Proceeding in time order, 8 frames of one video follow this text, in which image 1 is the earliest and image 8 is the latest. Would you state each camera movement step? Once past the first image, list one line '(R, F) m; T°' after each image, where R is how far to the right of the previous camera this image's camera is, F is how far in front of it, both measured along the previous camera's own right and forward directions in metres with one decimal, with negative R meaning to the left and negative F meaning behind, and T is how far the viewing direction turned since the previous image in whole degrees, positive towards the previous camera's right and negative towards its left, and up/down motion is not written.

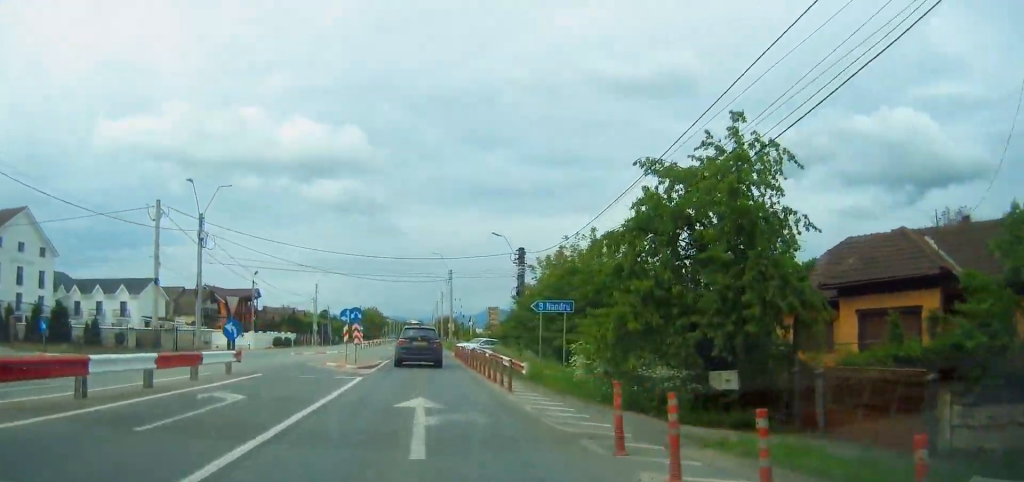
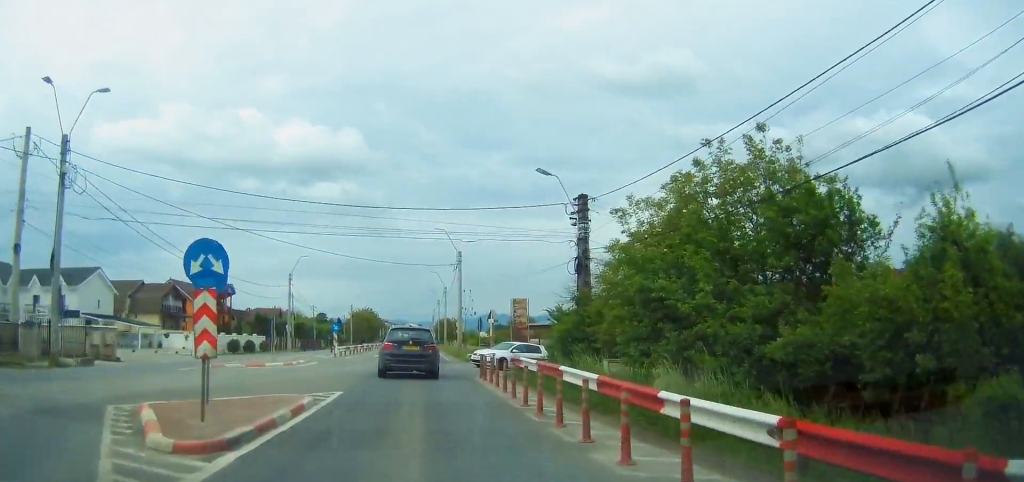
(+0.3, +19.3) m; 0°
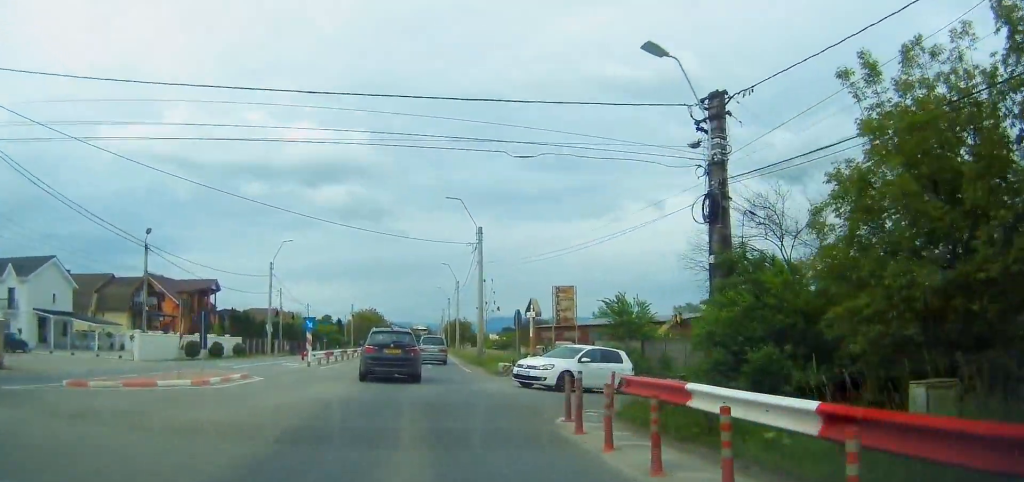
(-0.2, +14.4) m; 0°
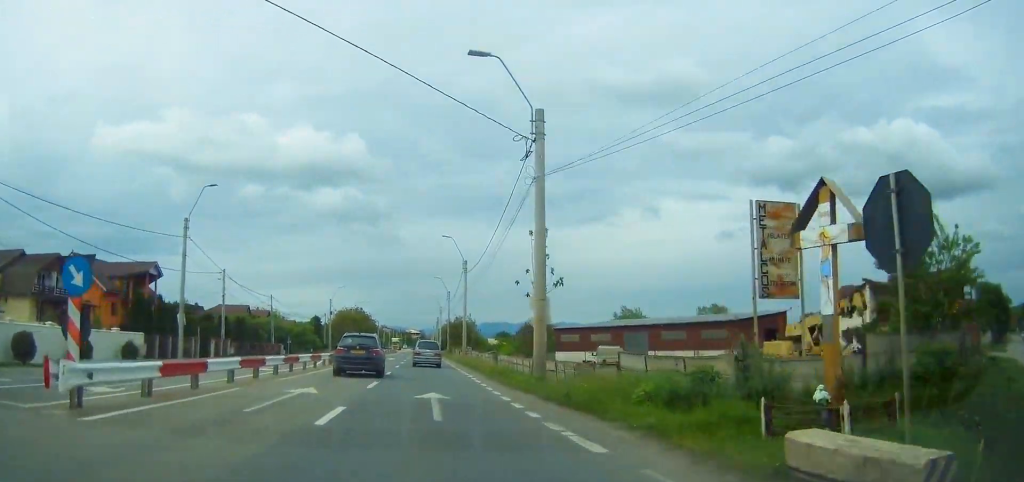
(-0.1, +23.6) m; 0°
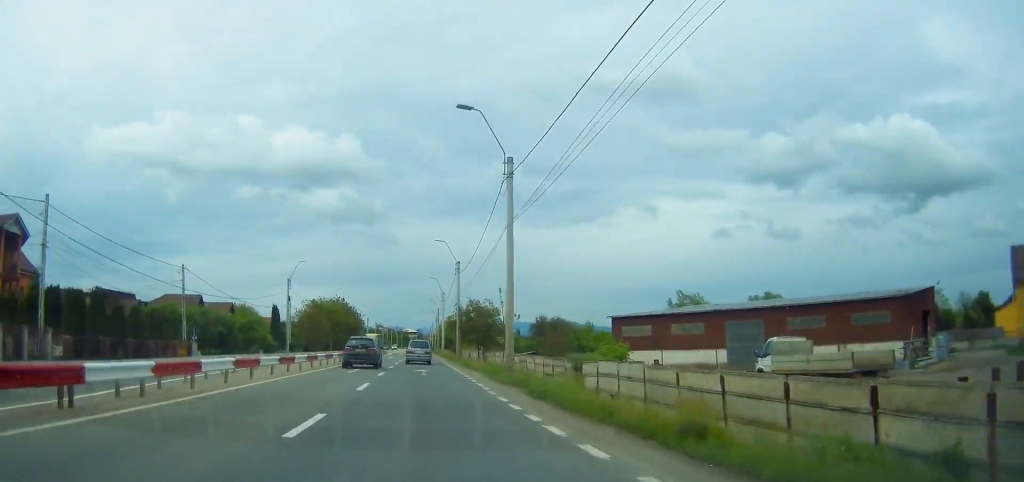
(+0.2, +29.8) m; +1°
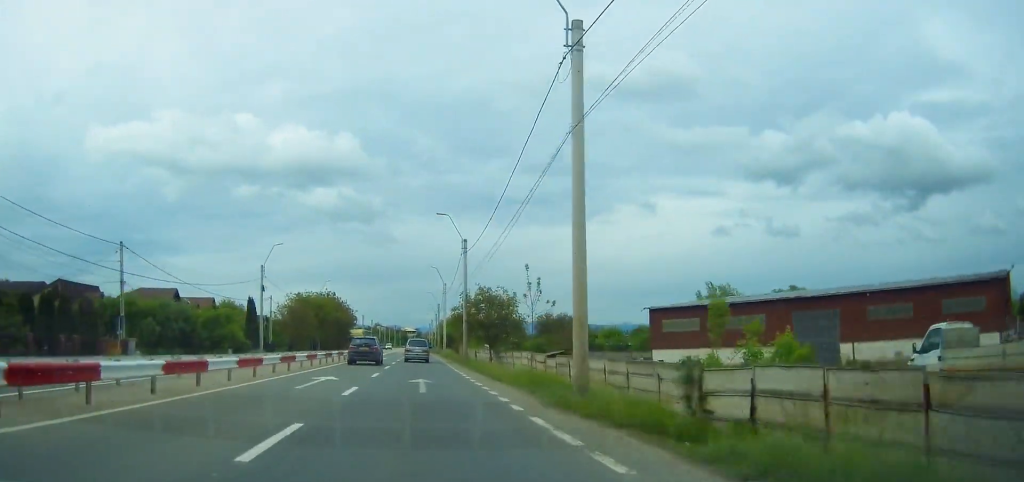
(0.0, +11.2) m; 0°
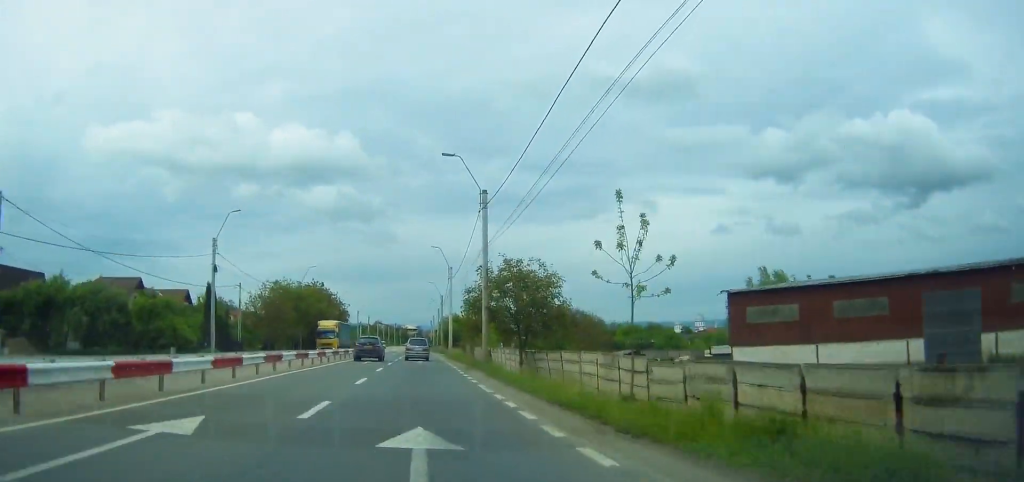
(0.0, +14.4) m; 0°
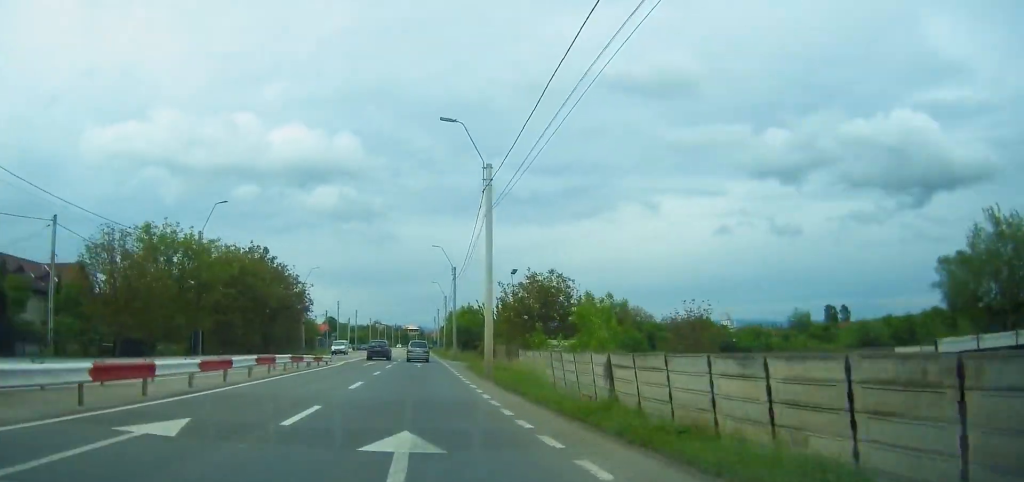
(+0.2, +36.8) m; -1°
